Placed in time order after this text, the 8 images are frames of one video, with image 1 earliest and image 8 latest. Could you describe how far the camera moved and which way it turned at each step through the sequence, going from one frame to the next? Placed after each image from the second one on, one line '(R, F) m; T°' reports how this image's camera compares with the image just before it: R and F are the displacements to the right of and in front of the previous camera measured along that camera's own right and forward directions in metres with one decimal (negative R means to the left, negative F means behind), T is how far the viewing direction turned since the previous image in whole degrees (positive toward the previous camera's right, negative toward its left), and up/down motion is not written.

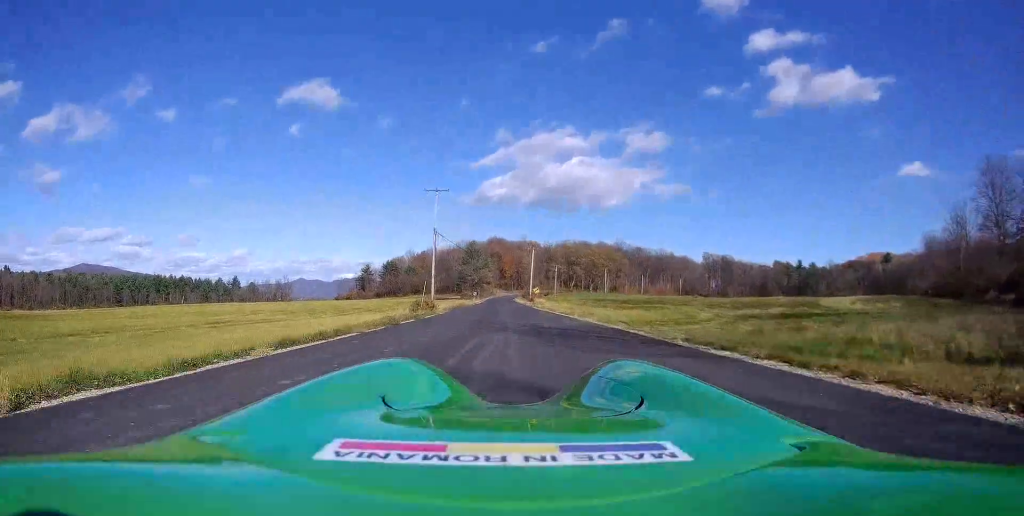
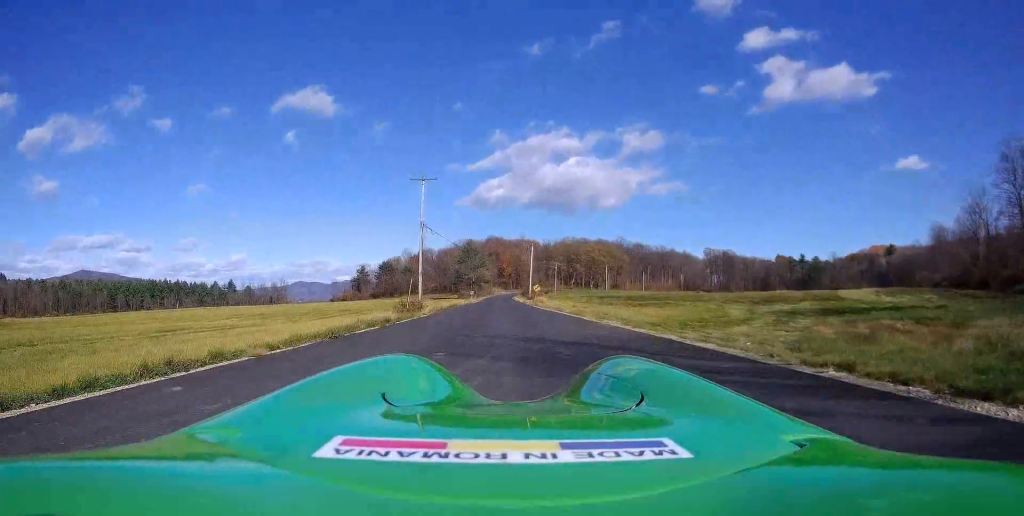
(-0.2, +6.1) m; -2°
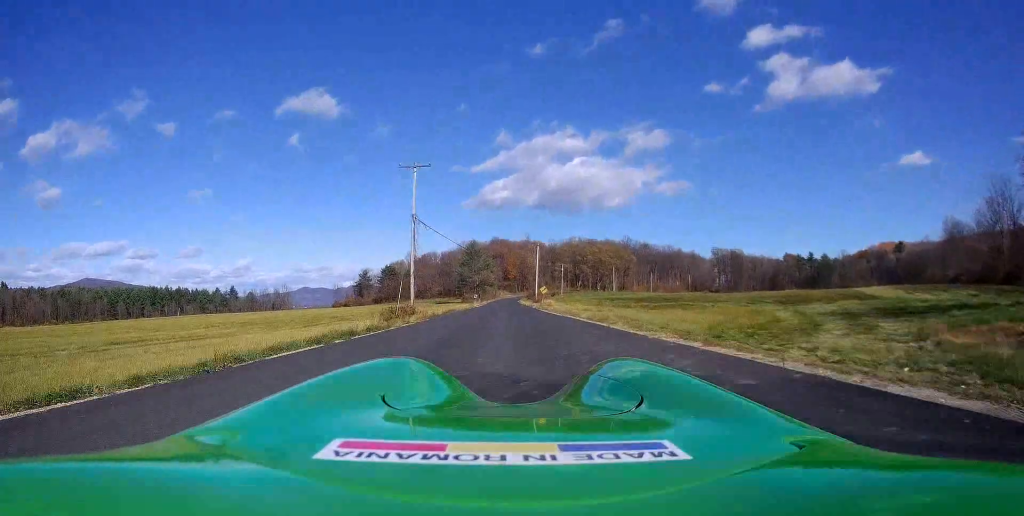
(0.0, +5.6) m; -1°
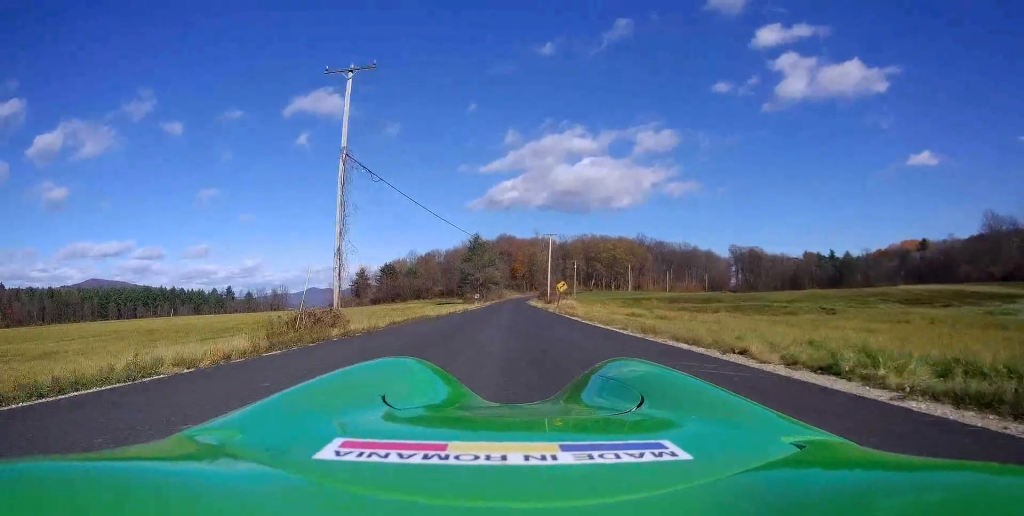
(-0.1, +18.9) m; +2°
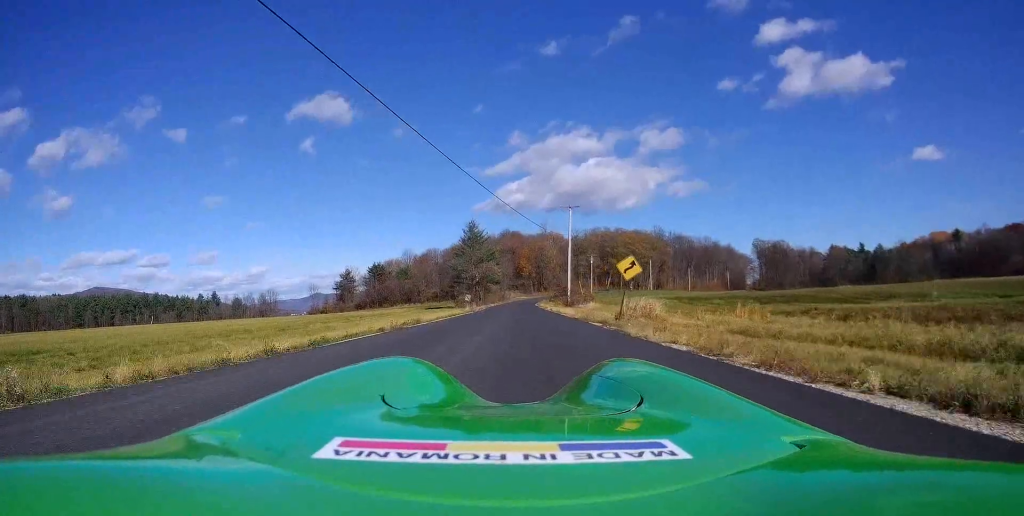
(-0.2, +30.6) m; -5°
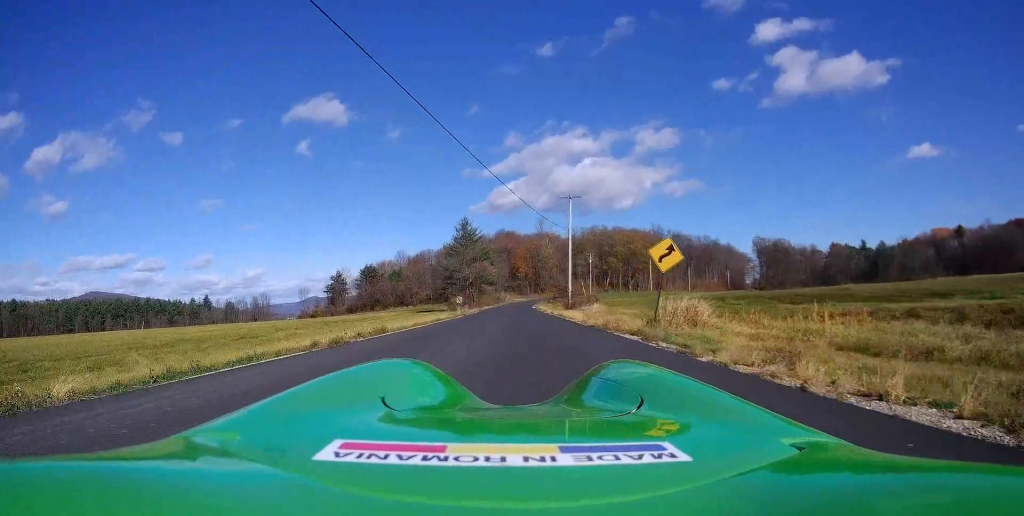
(-0.2, +6.7) m; 0°
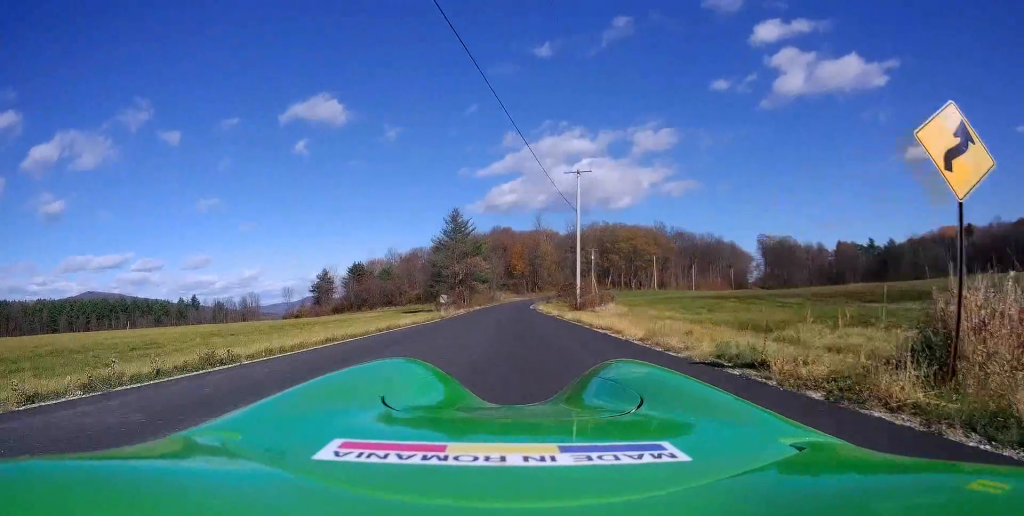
(+0.1, +12.2) m; +3°
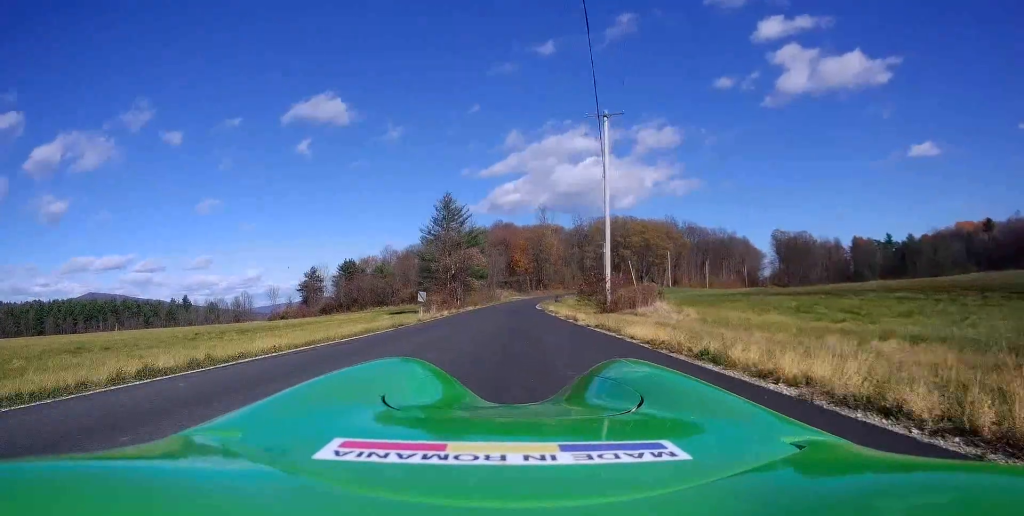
(+0.8, +15.1) m; +3°
